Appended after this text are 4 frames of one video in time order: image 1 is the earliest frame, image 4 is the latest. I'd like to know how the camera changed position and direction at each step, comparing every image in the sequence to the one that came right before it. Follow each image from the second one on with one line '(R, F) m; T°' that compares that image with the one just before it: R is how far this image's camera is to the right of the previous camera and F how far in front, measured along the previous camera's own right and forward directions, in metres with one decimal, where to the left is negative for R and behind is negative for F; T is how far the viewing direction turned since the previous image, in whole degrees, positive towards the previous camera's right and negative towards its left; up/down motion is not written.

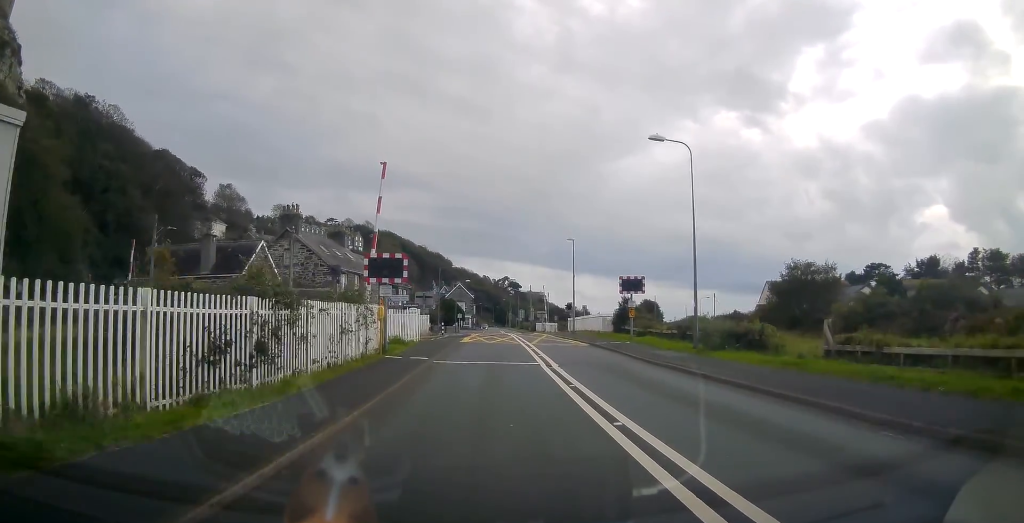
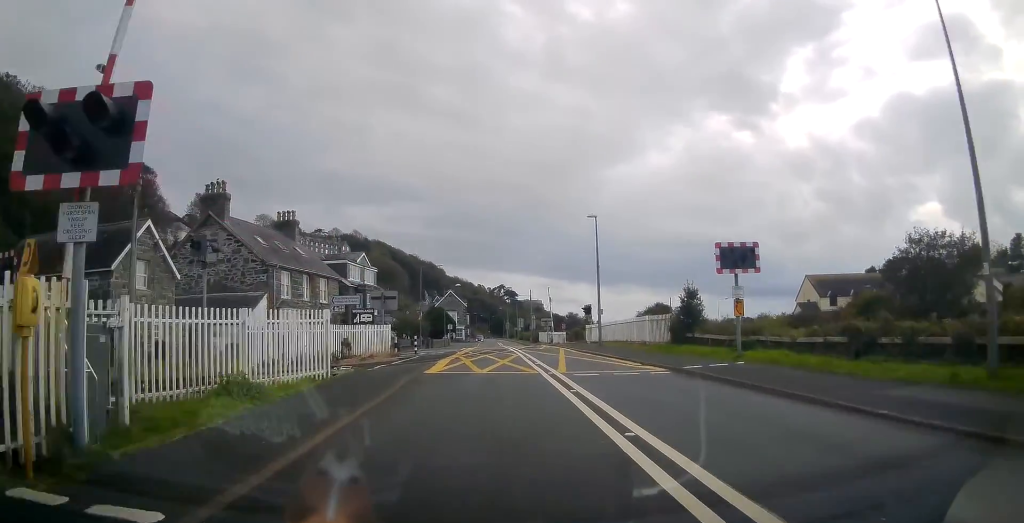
(+0.2, +14.7) m; +1°
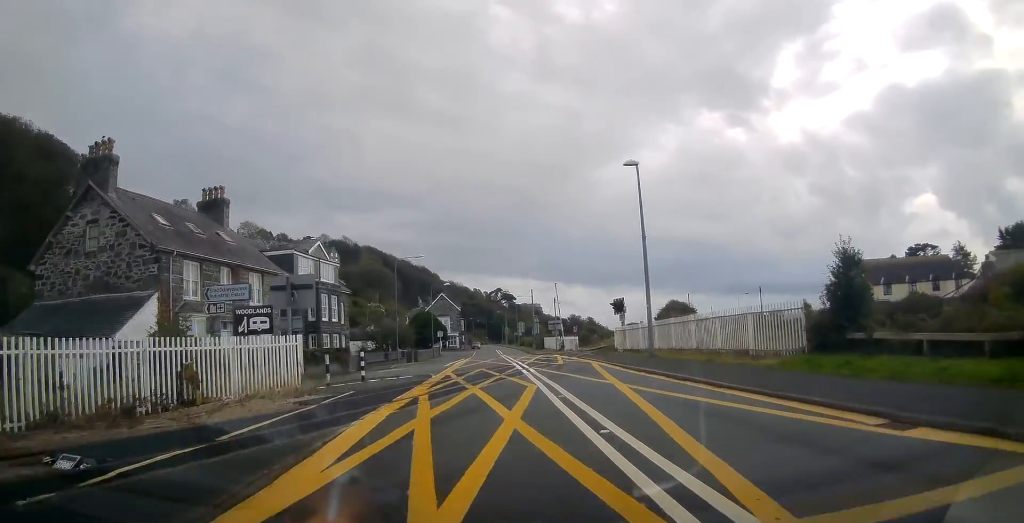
(-0.1, +13.5) m; 0°
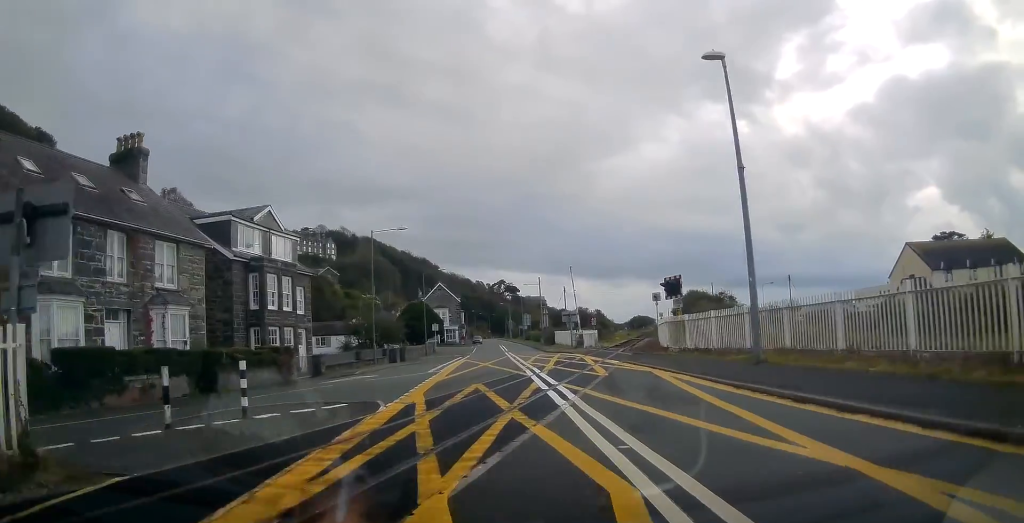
(+0.1, +10.7) m; 0°
